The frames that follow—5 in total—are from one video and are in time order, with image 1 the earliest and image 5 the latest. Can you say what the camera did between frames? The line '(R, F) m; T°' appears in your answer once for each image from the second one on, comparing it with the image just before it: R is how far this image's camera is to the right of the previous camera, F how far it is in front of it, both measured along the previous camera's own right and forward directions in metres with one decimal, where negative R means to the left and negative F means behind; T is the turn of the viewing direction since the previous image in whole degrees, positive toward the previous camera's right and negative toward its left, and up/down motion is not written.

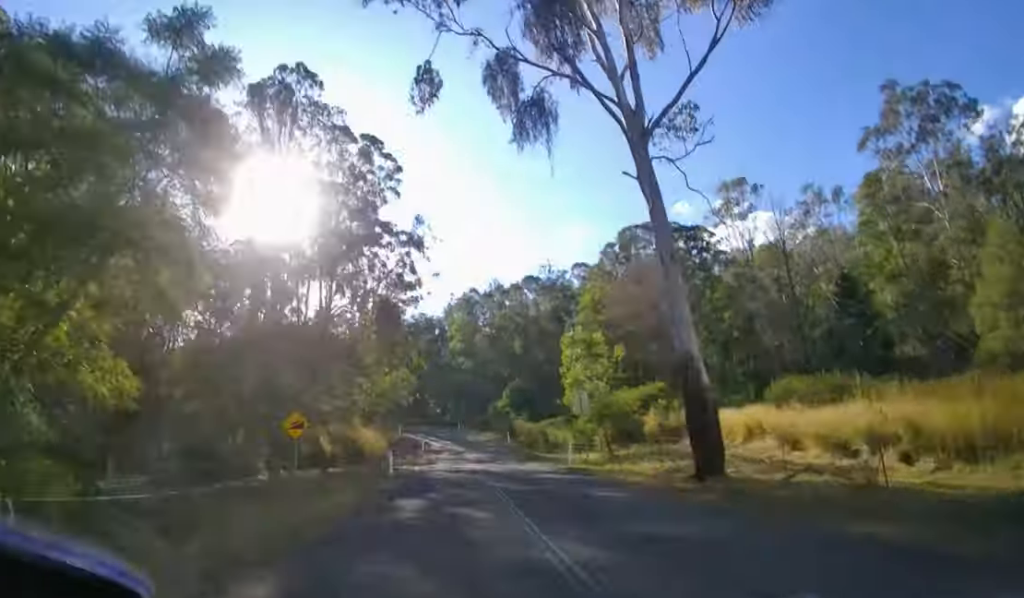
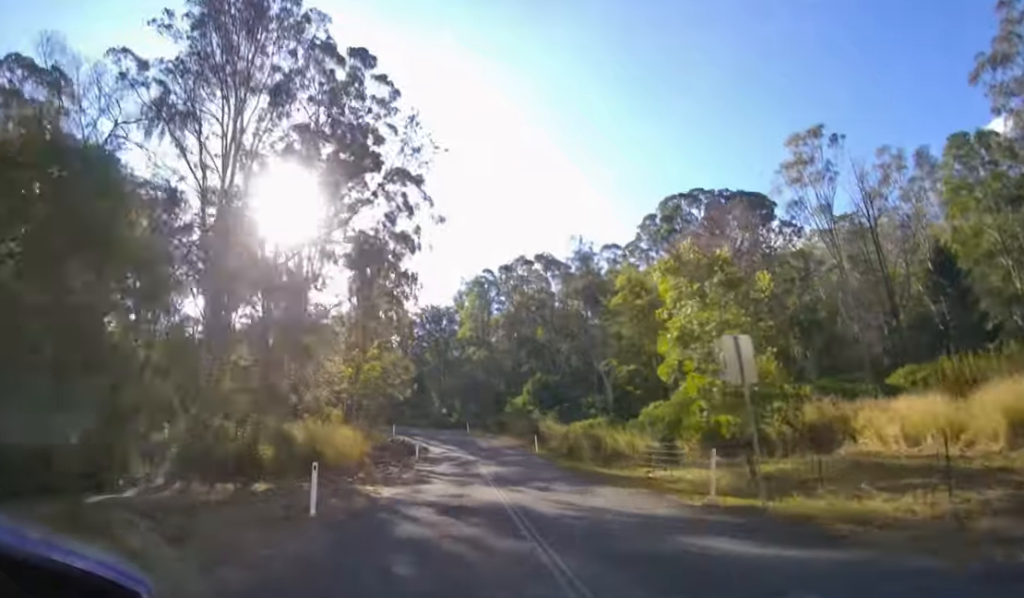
(+0.1, +10.4) m; +1°
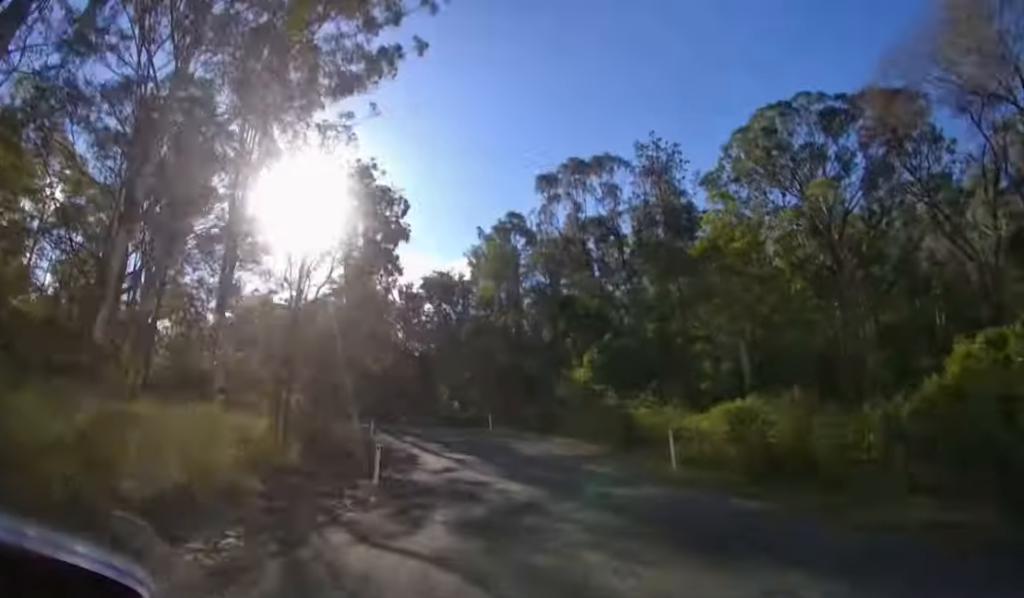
(0.0, +18.0) m; -1°
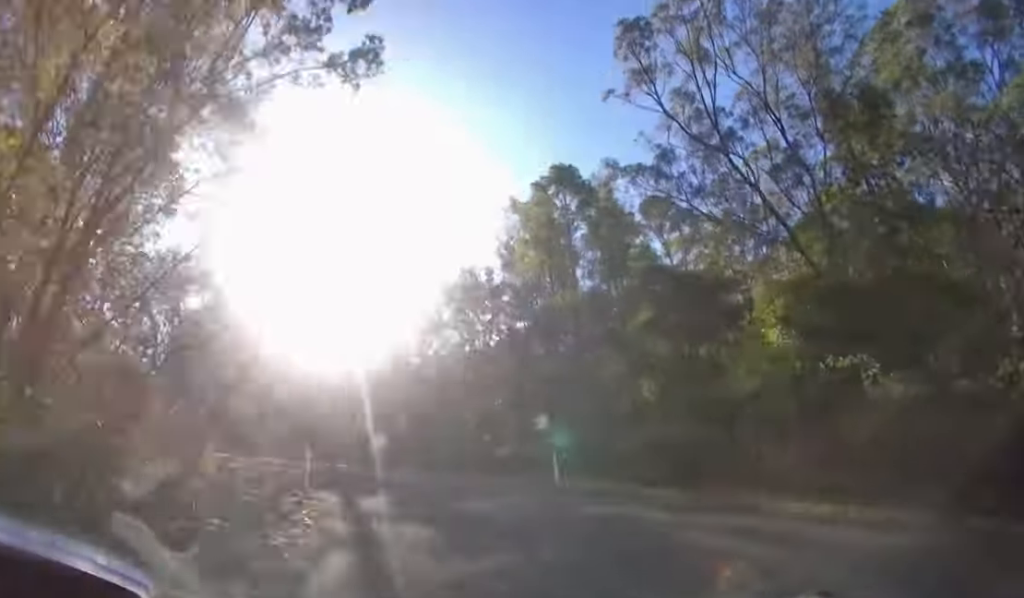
(-0.4, +17.2) m; -4°
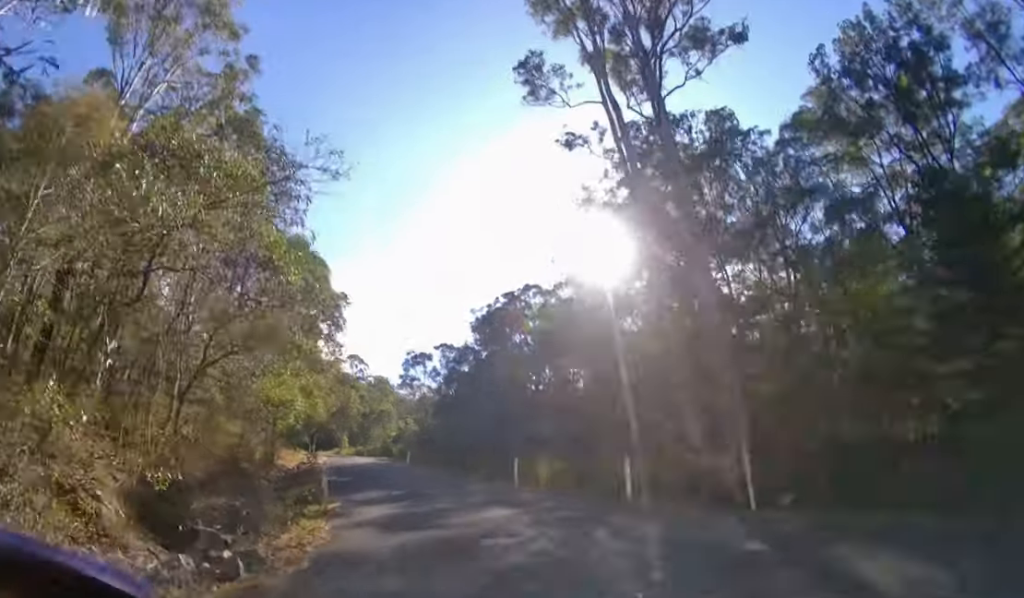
(-6.7, +27.1) m; -32°
